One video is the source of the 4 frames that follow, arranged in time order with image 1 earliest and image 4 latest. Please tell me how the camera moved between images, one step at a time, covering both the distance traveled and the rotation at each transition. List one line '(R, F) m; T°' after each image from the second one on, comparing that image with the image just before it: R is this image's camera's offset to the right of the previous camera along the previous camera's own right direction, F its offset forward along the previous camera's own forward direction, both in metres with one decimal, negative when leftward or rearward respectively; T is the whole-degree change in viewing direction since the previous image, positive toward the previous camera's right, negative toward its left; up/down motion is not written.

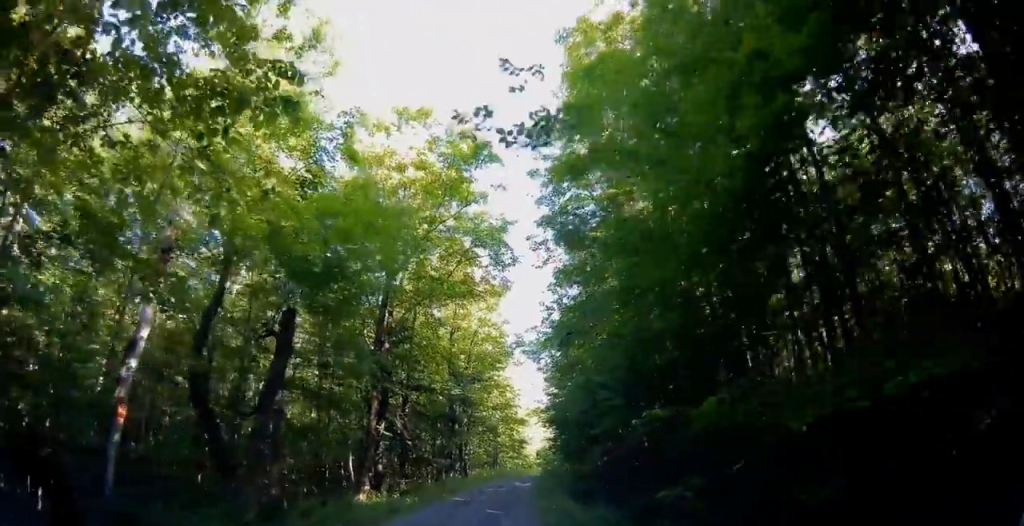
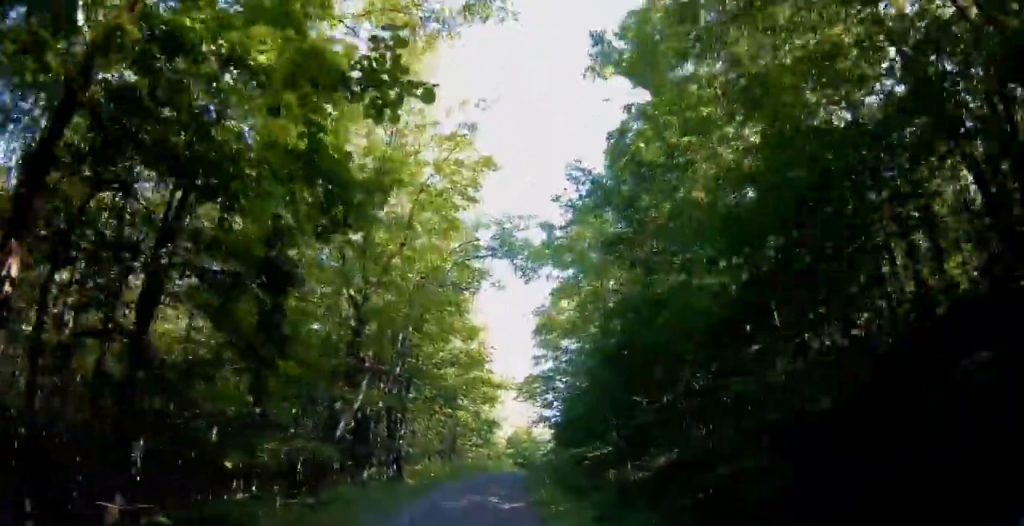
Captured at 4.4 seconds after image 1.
(-0.5, +18.2) m; -1°
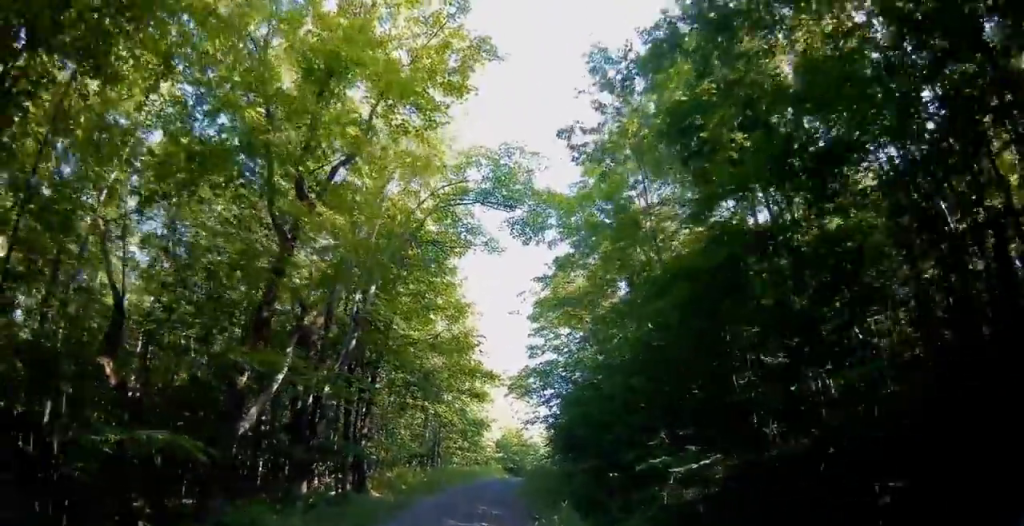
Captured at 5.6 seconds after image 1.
(0.0, +5.2) m; +1°
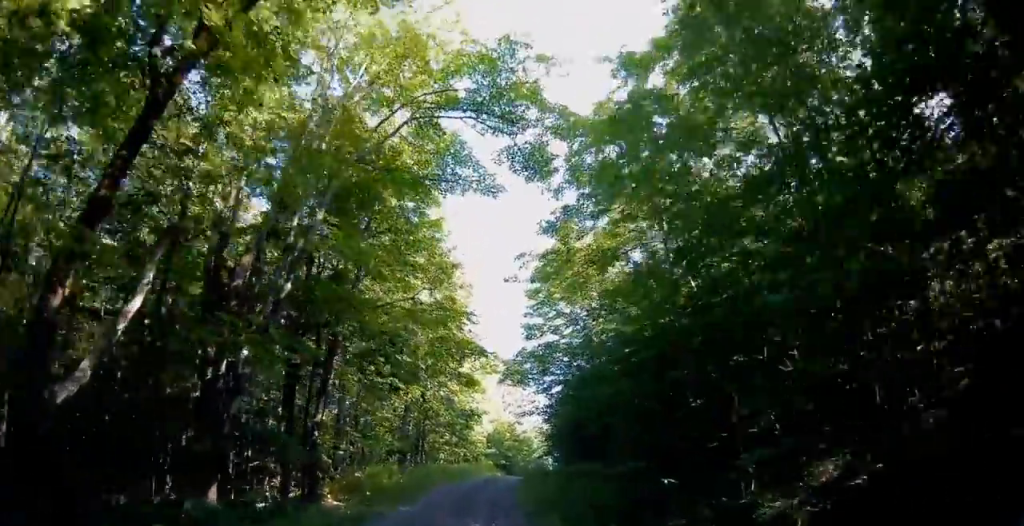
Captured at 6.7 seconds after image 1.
(+0.1, +4.3) m; -1°
